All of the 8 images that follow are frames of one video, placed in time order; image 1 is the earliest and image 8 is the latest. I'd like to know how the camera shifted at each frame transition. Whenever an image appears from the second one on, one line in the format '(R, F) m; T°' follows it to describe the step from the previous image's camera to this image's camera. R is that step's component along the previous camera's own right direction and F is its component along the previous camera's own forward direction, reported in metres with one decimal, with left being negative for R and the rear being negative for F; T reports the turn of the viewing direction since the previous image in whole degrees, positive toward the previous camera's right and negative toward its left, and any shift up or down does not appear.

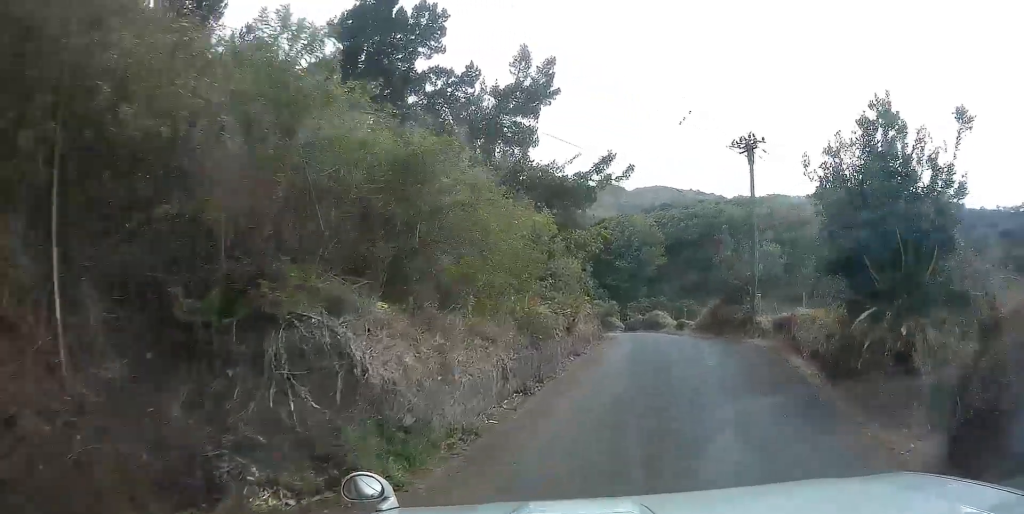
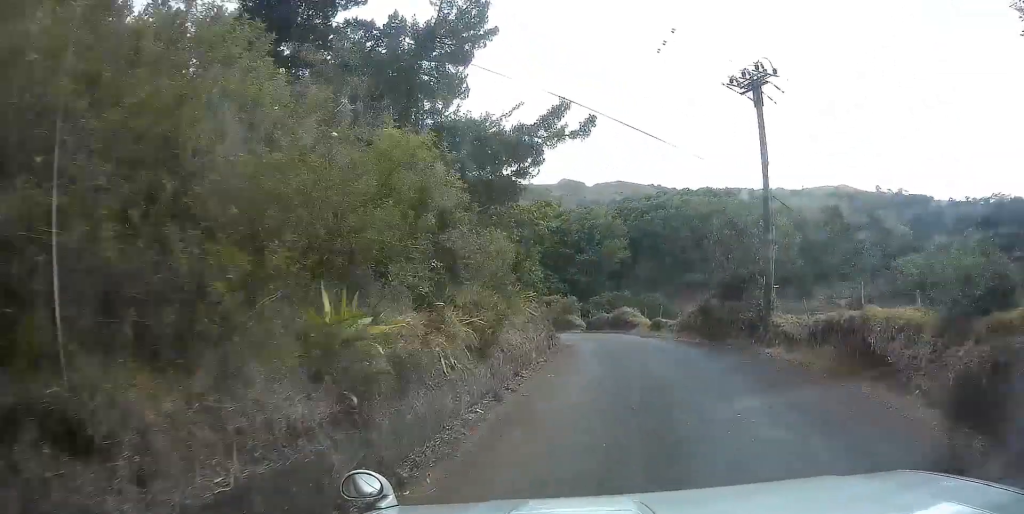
(+0.3, +6.9) m; +3°
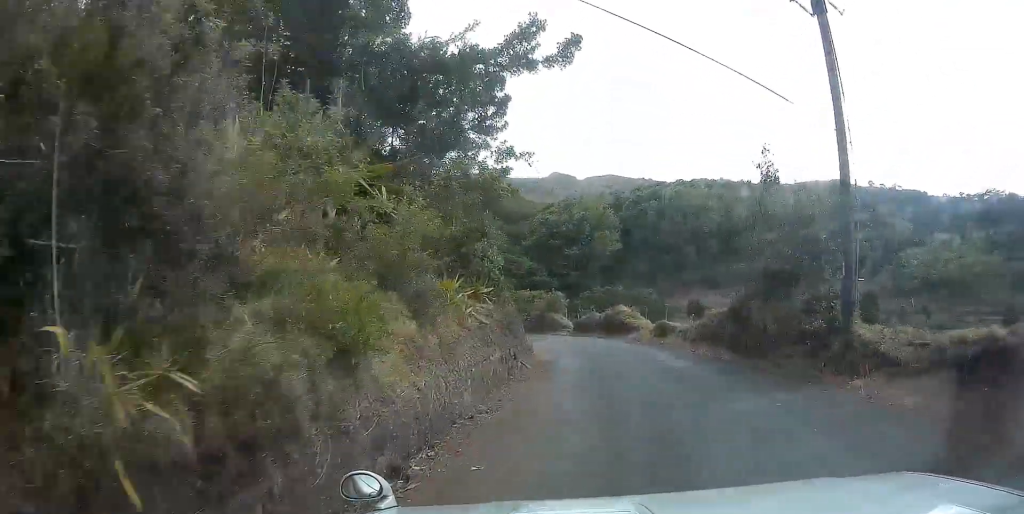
(0.0, +6.5) m; 0°
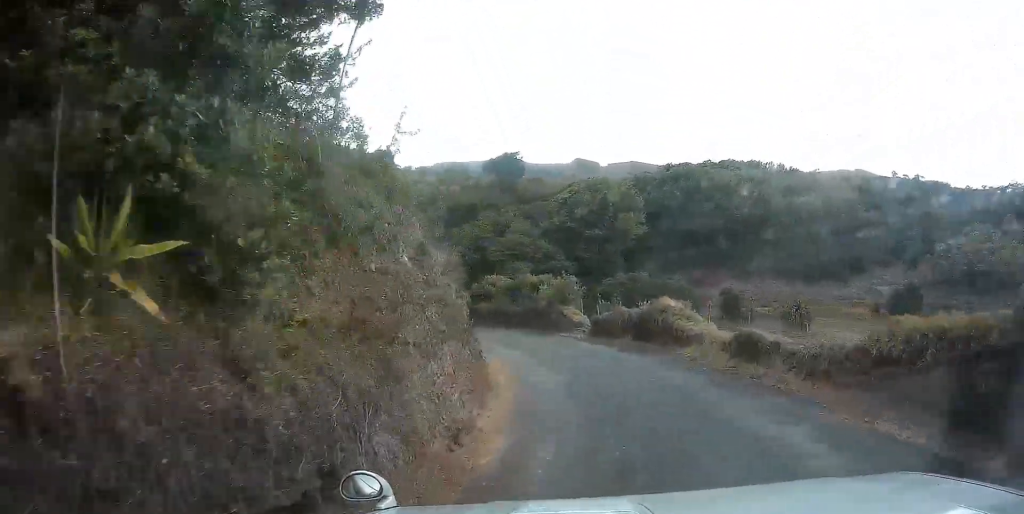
(-0.1, +10.6) m; -2°
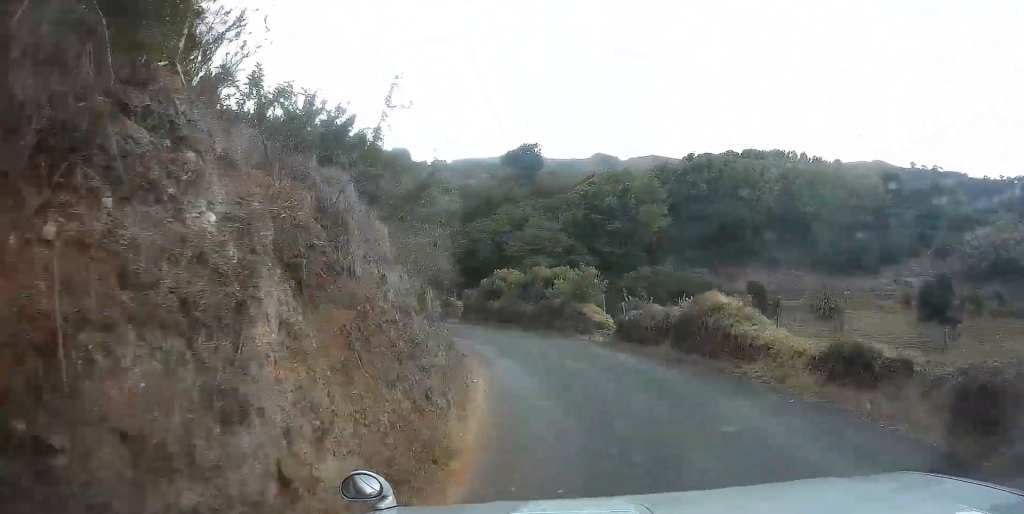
(-0.1, +4.1) m; -5°
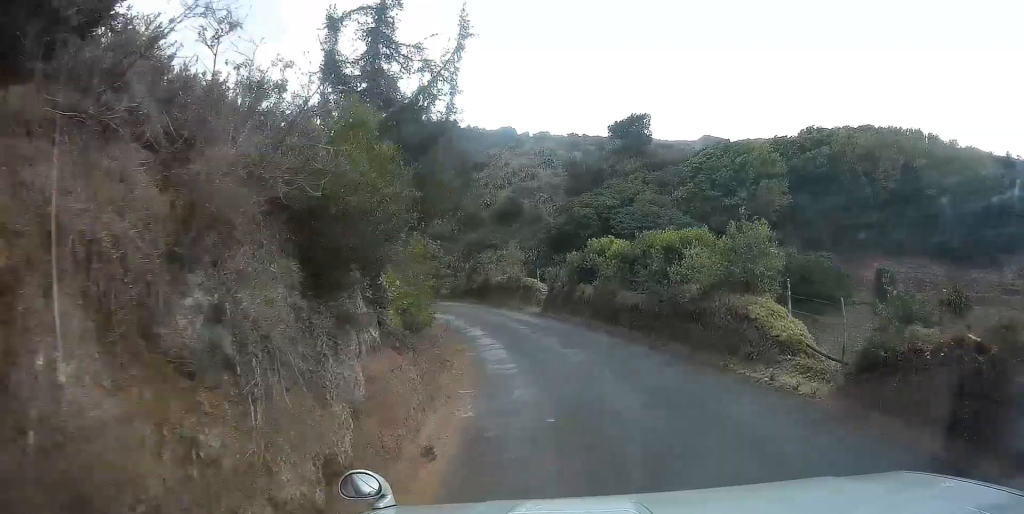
(-1.6, +11.4) m; -14°
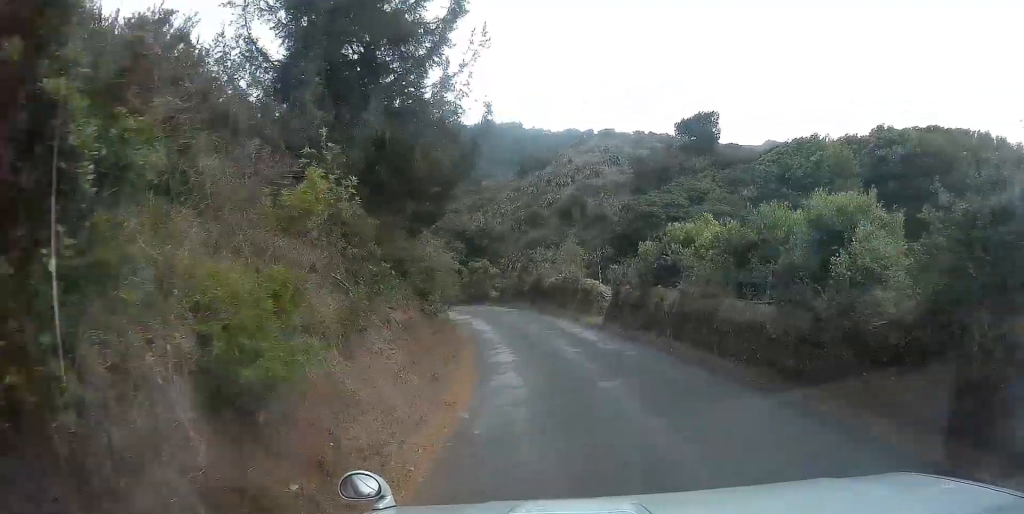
(-0.1, +6.6) m; -3°
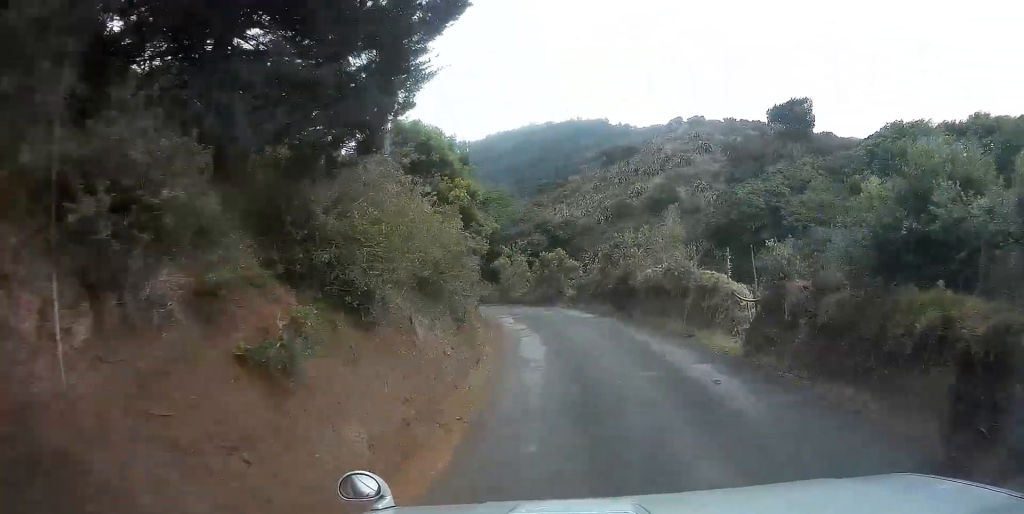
(-0.4, +9.8) m; -6°
